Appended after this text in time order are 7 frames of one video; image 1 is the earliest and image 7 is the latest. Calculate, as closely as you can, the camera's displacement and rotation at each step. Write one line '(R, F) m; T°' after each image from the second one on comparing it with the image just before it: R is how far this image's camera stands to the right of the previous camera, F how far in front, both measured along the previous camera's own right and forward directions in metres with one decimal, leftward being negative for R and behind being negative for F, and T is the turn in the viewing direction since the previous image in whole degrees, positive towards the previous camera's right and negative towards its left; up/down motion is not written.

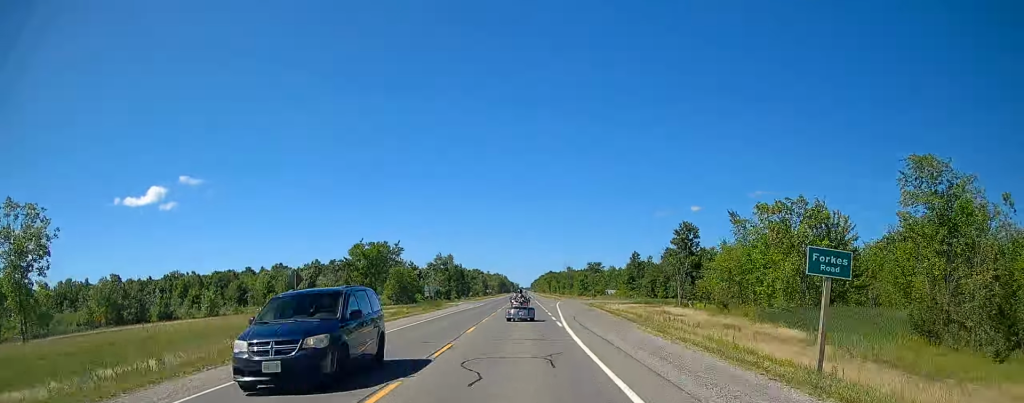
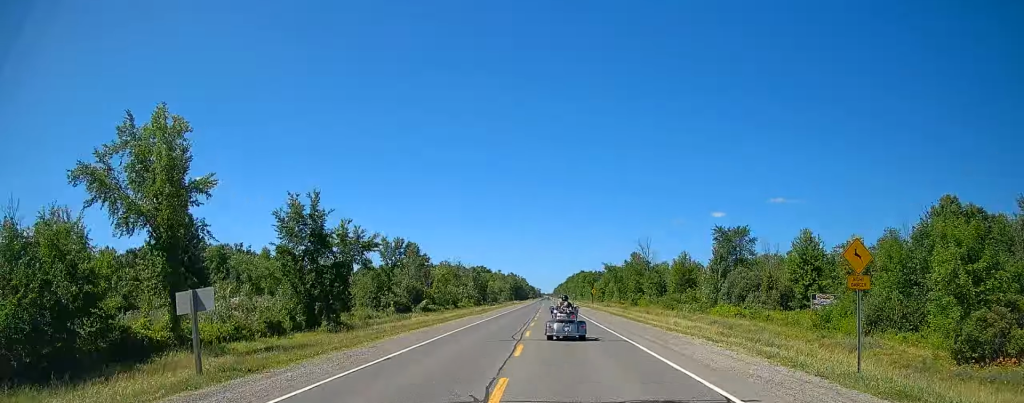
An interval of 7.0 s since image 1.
(-0.3, +187.7) m; 0°
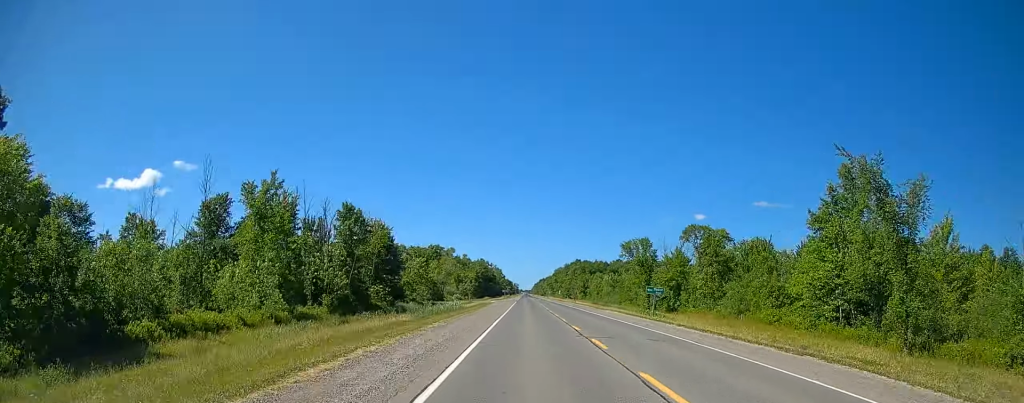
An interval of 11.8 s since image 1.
(+0.3, +137.3) m; +1°
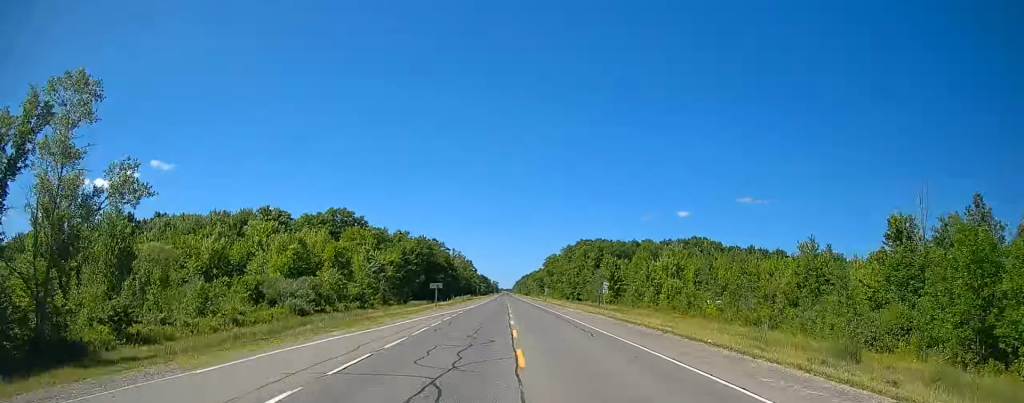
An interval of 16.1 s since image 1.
(+1.8, +129.0) m; 0°
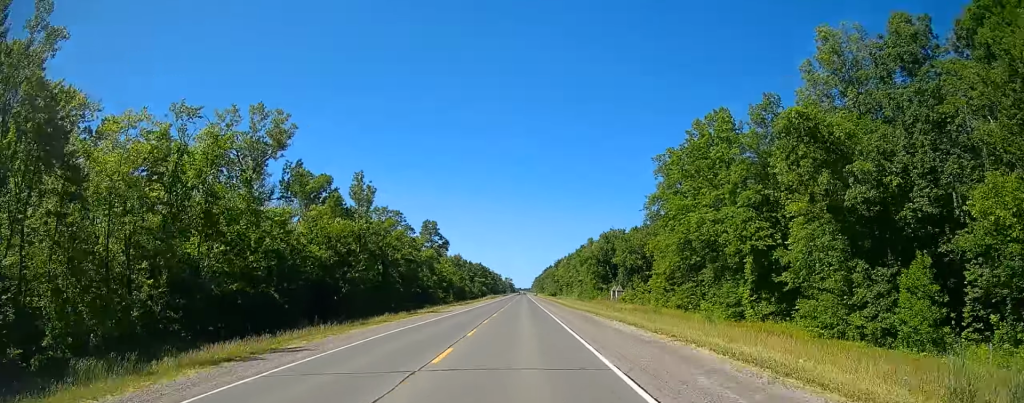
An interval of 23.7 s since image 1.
(-1.8, +224.0) m; -1°
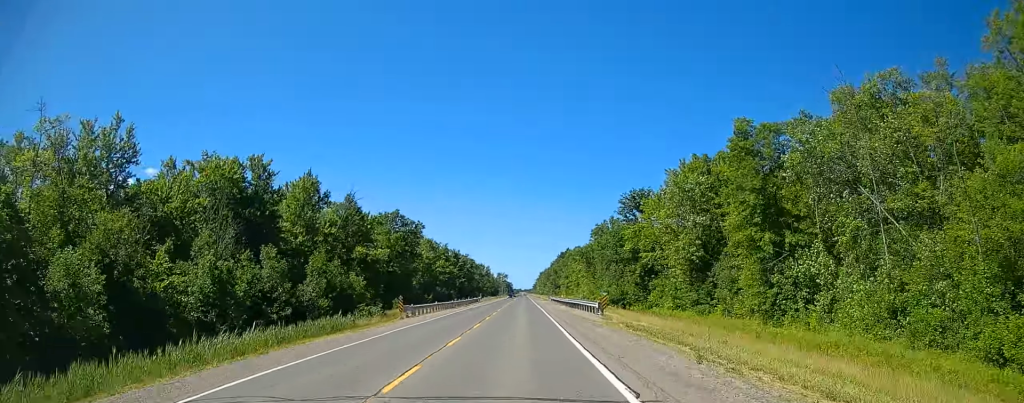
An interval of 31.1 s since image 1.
(-0.1, +210.9) m; 0°
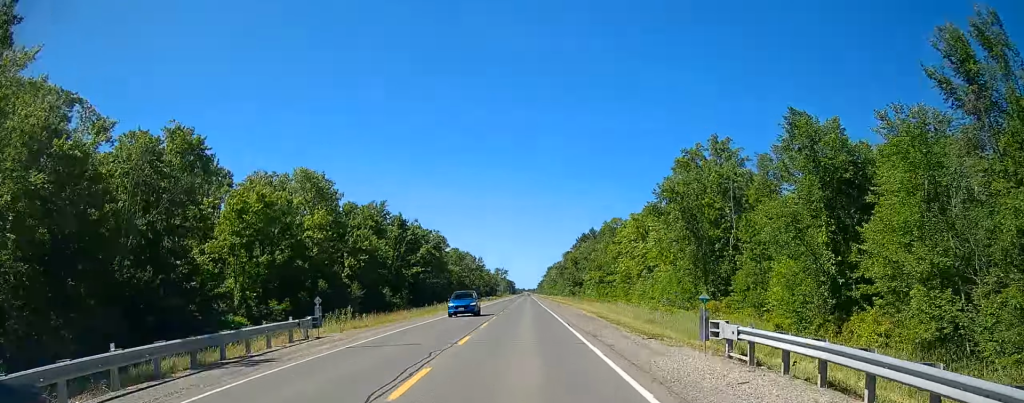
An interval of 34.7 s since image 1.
(+0.1, +100.0) m; 0°
